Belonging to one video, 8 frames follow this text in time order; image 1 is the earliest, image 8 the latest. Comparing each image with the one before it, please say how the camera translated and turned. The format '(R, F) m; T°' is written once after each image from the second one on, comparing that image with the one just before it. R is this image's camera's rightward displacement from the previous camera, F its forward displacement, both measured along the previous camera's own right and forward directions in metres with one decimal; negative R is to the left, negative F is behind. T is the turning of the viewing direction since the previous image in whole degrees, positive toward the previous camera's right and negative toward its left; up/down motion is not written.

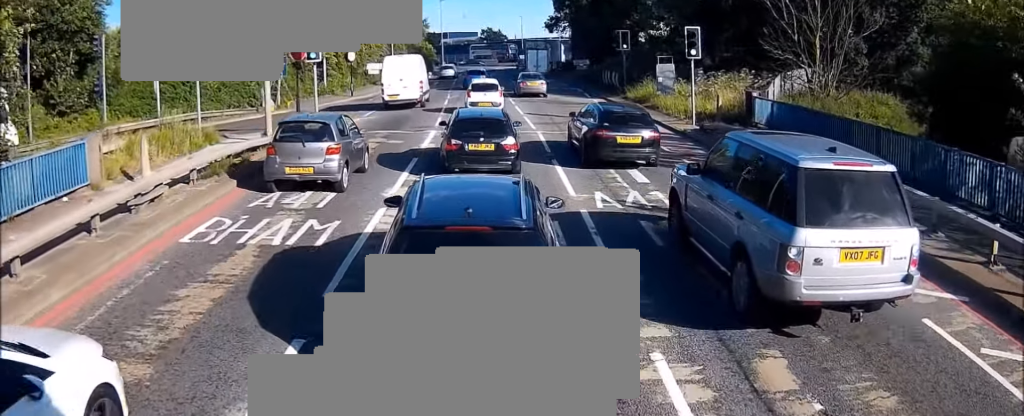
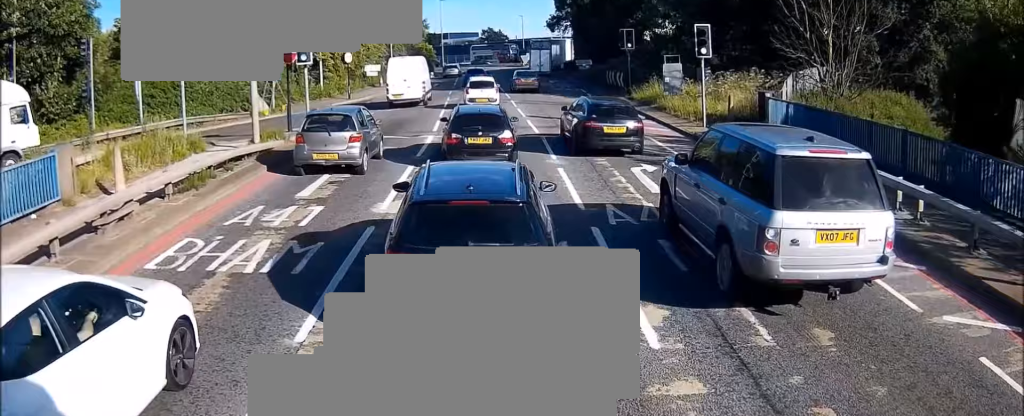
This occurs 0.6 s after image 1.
(0.0, +1.2) m; 0°
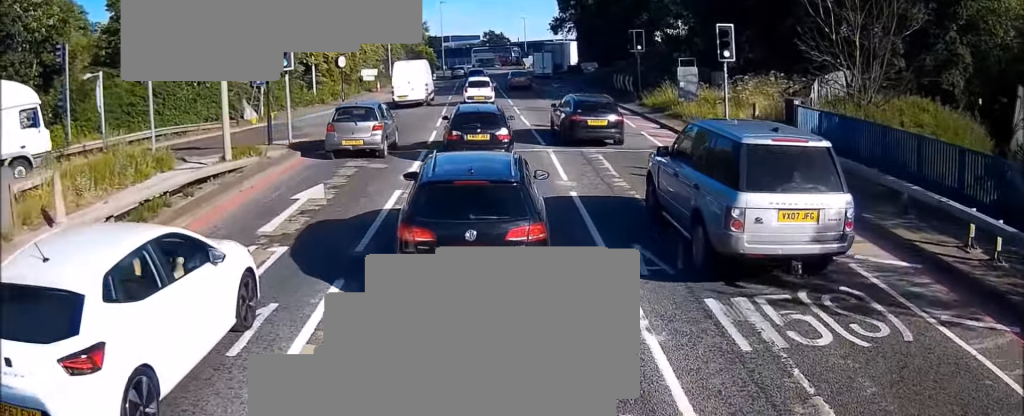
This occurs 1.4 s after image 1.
(0.0, +2.0) m; 0°
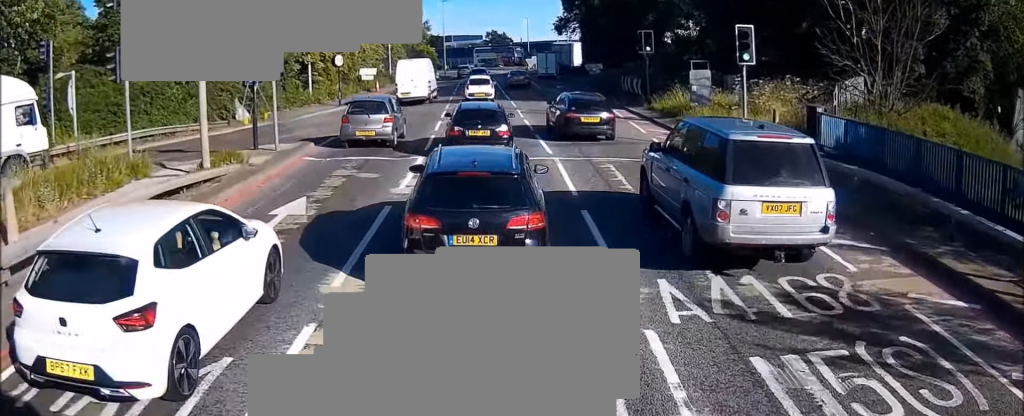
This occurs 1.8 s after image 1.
(0.0, +1.3) m; 0°
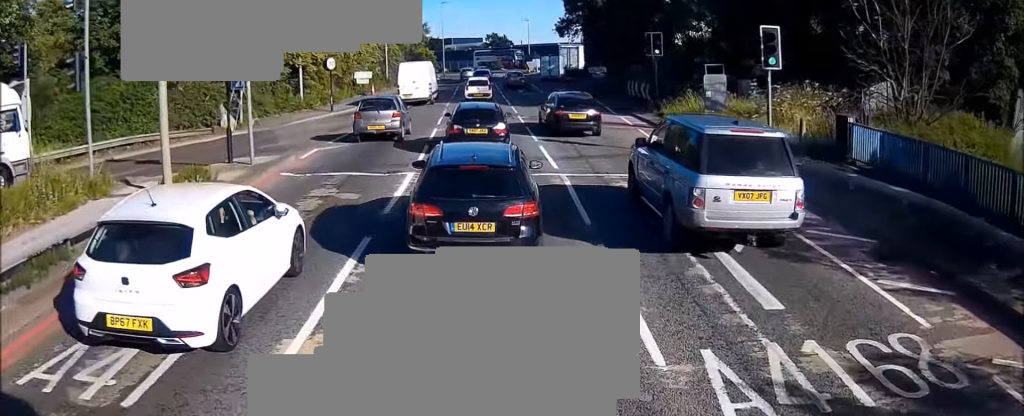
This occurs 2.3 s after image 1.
(0.0, +1.9) m; 0°
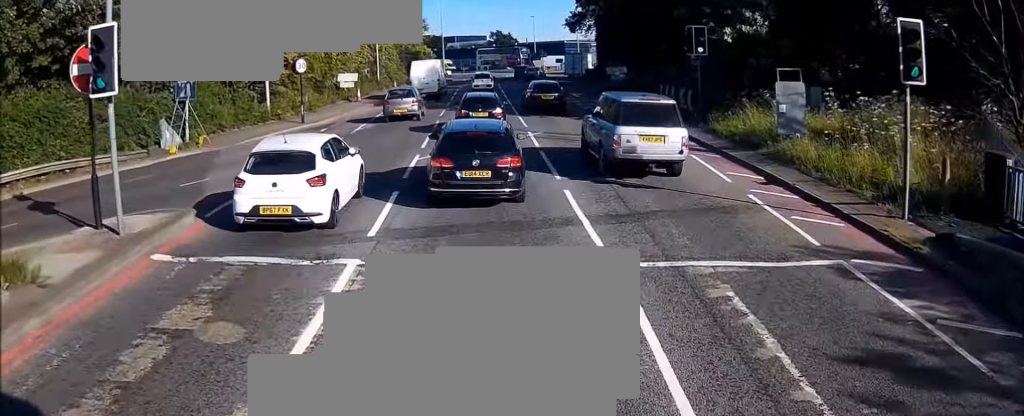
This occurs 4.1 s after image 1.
(0.0, +7.3) m; 0°
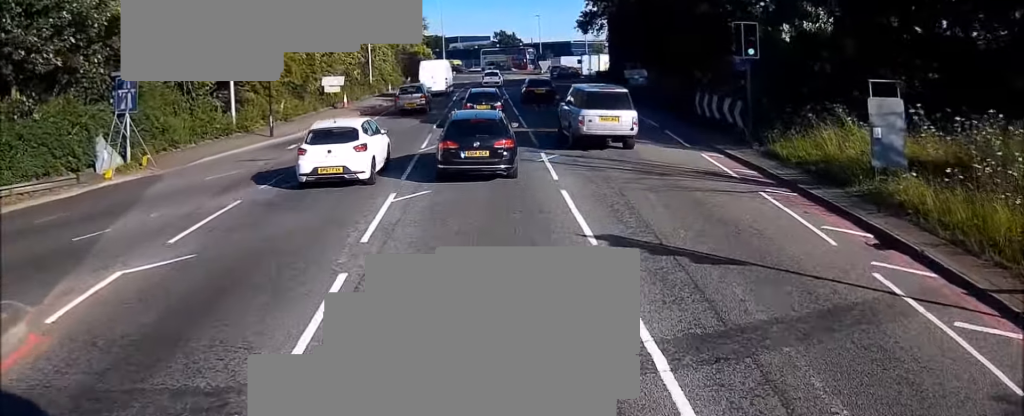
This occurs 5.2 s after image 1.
(0.0, +4.9) m; -2°
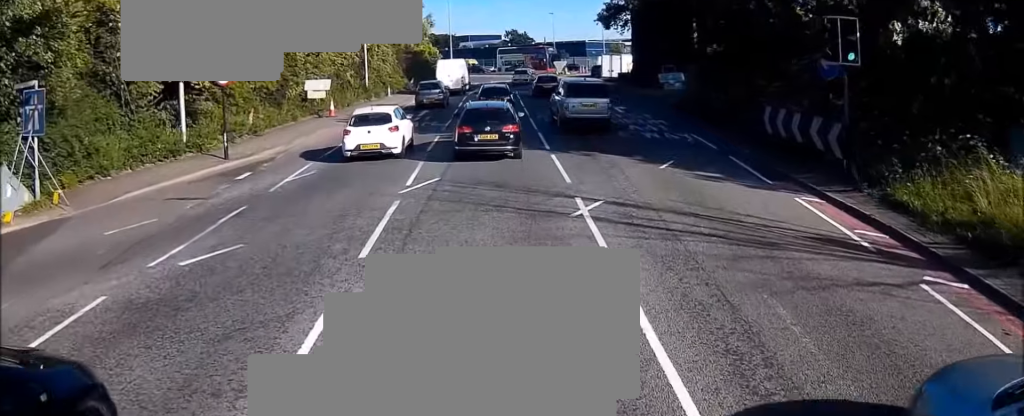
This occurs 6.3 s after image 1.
(-0.2, +6.2) m; -3°
